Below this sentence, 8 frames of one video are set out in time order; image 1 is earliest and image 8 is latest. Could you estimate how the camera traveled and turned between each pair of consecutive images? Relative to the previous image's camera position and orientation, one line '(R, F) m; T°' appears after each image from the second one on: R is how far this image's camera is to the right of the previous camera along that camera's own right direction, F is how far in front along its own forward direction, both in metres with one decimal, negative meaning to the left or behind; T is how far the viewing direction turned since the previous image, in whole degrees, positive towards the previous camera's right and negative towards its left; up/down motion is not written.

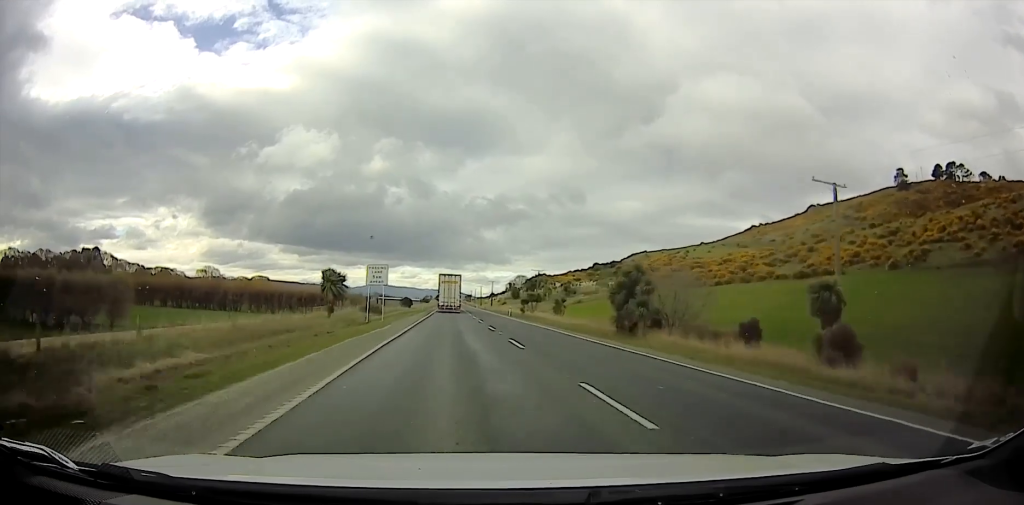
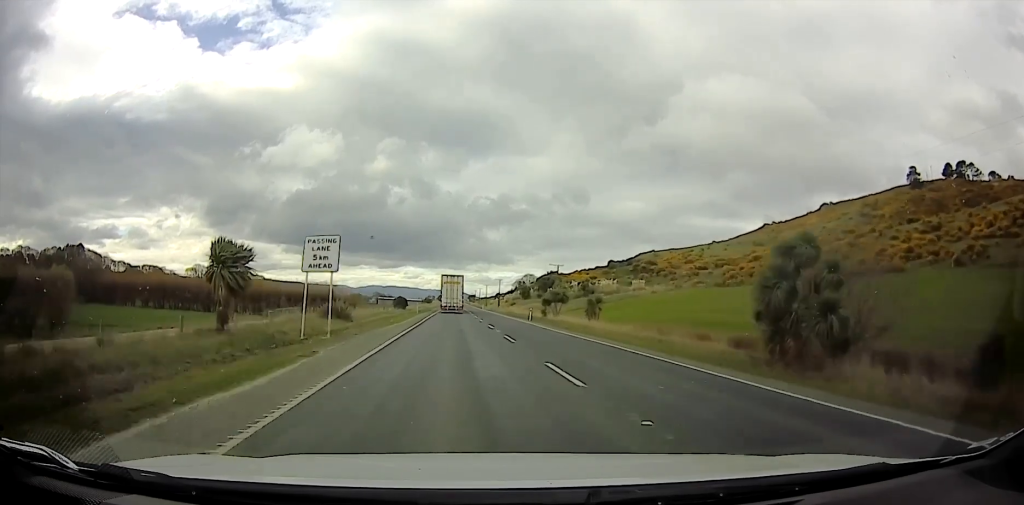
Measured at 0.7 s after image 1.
(-0.3, +14.3) m; +3°
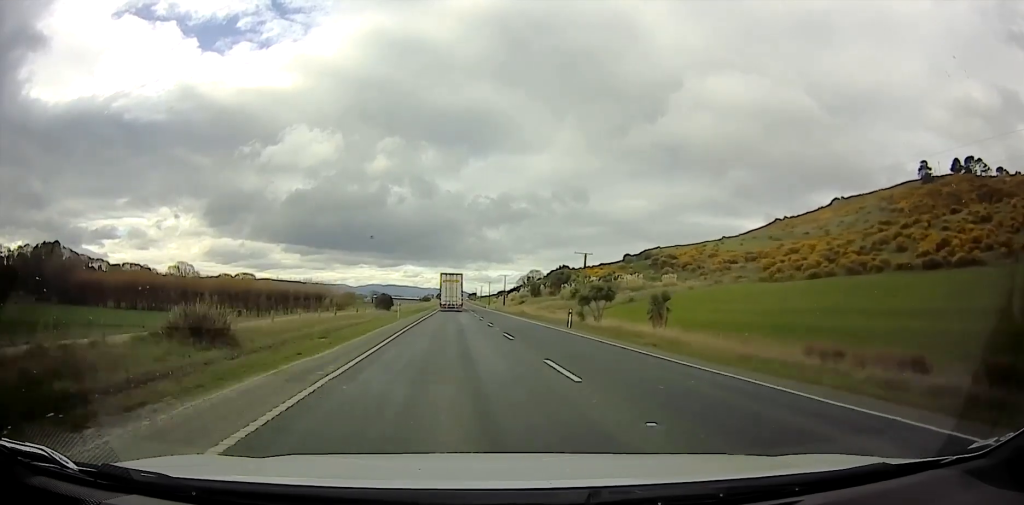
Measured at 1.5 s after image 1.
(+1.0, +17.2) m; 0°
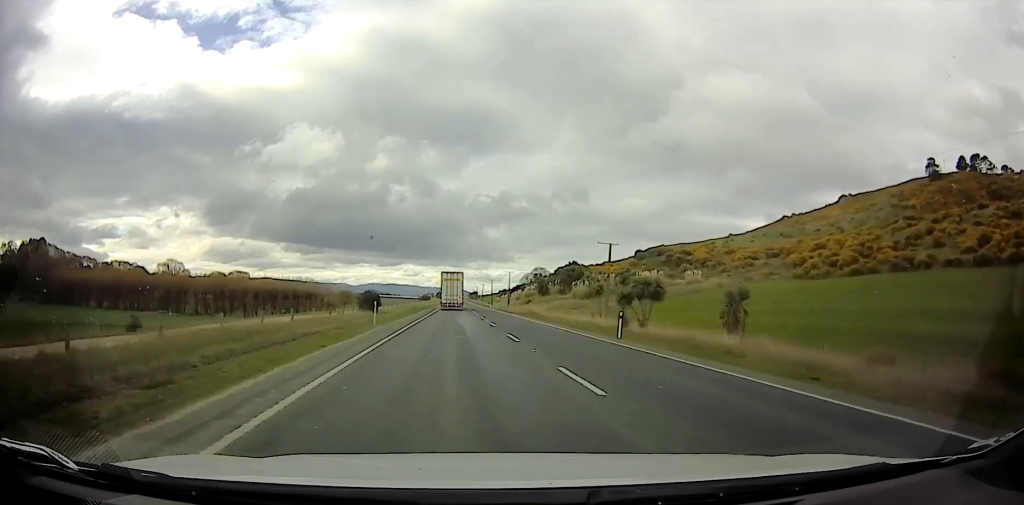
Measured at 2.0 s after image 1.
(+0.2, +10.2) m; -1°
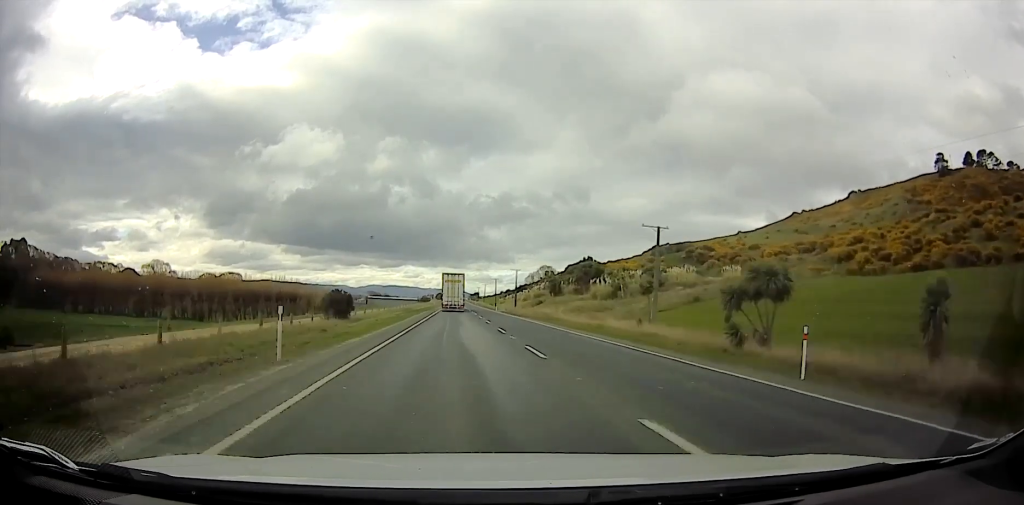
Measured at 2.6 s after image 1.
(-0.9, +13.2) m; -2°
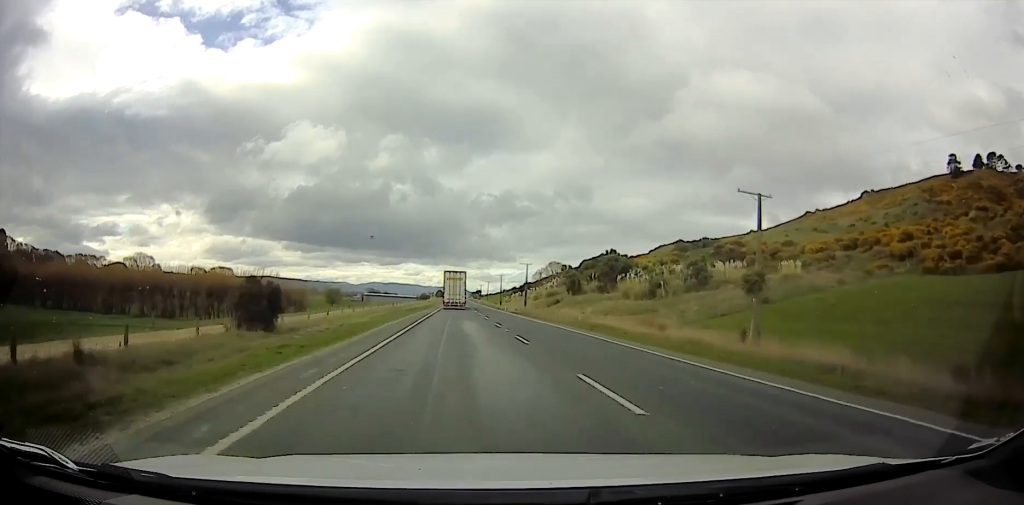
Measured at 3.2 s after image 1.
(-0.1, +14.3) m; 0°
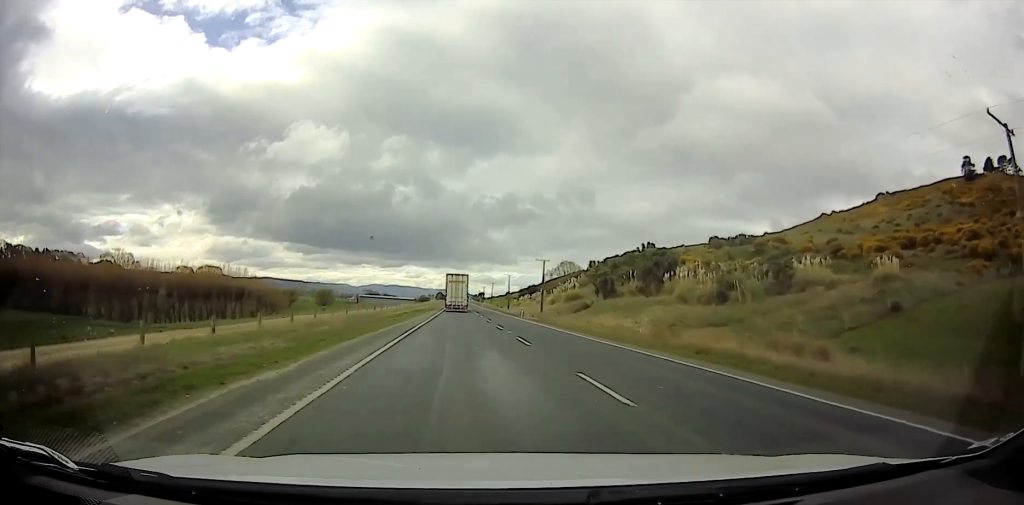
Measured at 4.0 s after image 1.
(+0.2, +16.1) m; +1°
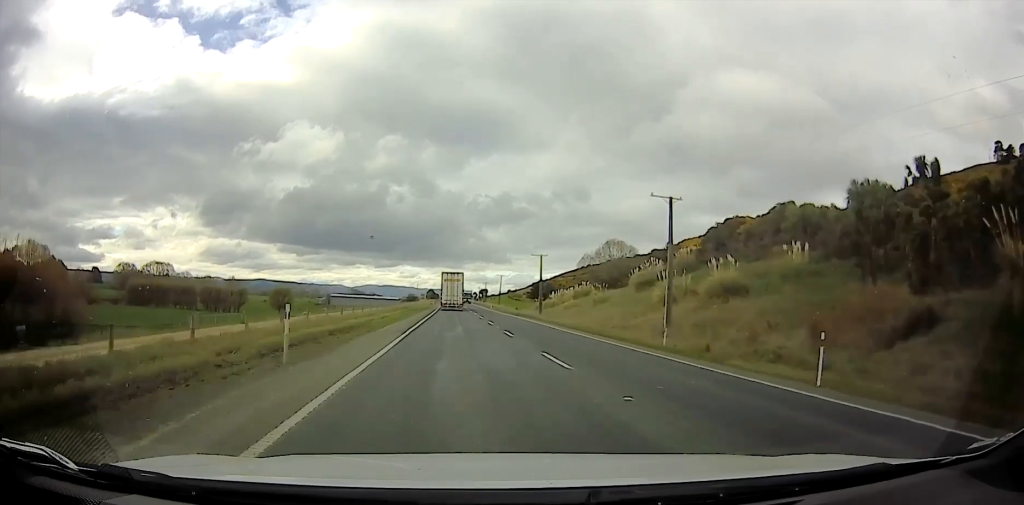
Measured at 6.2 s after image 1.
(+0.8, +43.8) m; +1°
